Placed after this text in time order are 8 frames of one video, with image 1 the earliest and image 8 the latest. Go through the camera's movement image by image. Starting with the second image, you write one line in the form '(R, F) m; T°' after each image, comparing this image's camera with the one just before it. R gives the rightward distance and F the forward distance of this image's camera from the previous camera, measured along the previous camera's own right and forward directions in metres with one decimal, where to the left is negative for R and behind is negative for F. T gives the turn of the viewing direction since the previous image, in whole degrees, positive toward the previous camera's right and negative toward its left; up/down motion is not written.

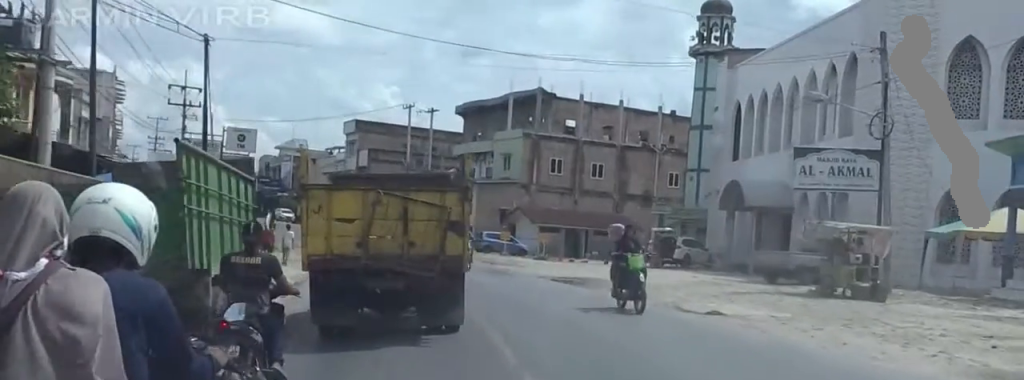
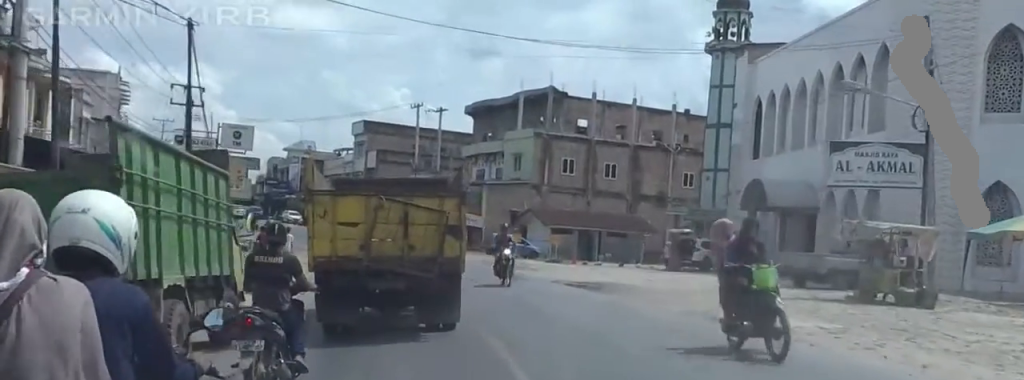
(-0.5, +2.6) m; 0°
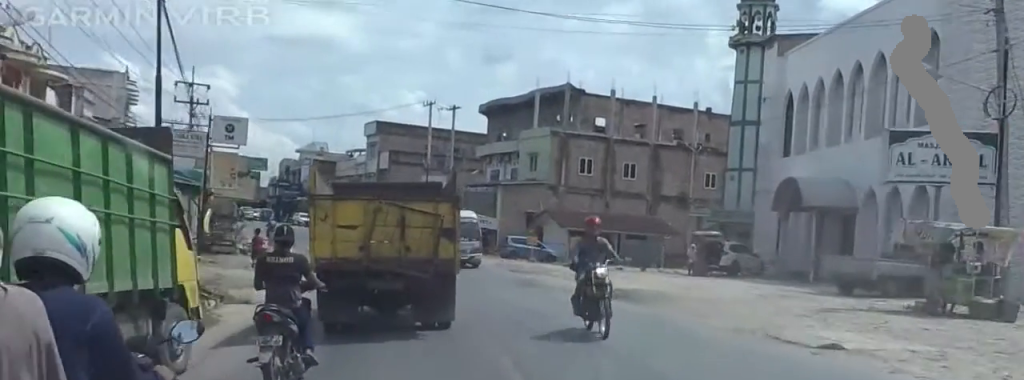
(-0.6, +3.4) m; 0°
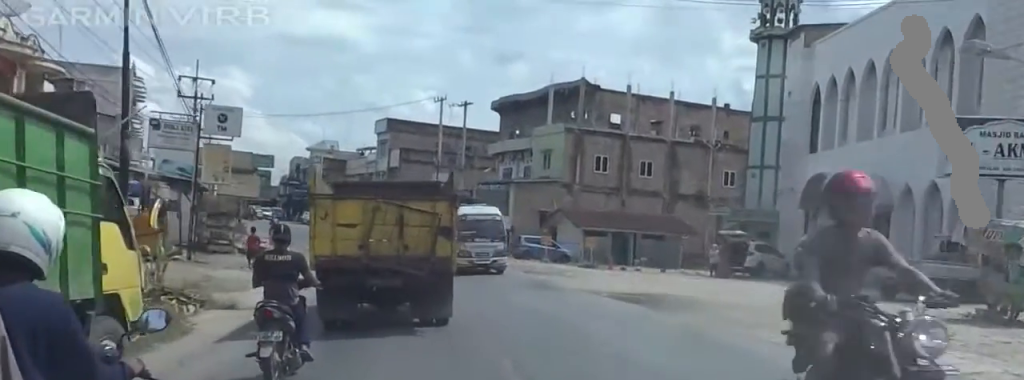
(+0.5, +2.5) m; +4°
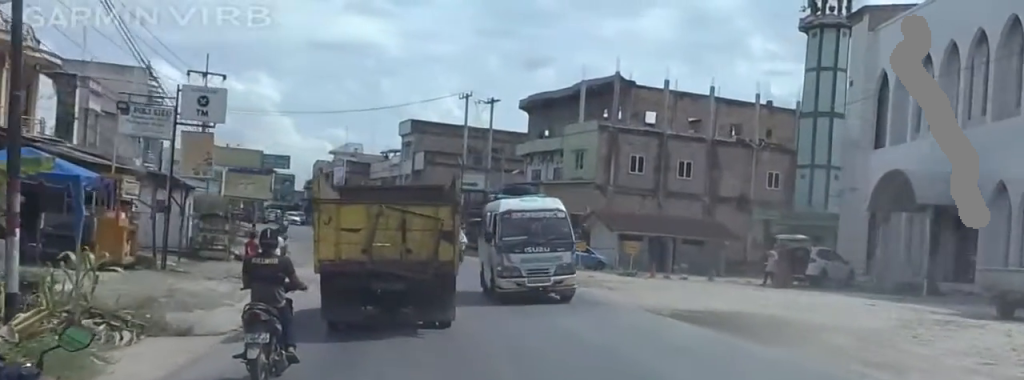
(+0.5, +4.8) m; +4°
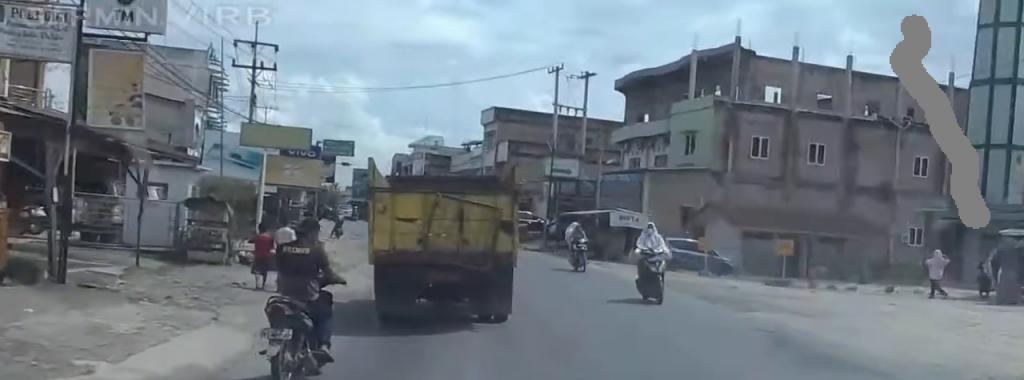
(-0.8, +9.5) m; -9°
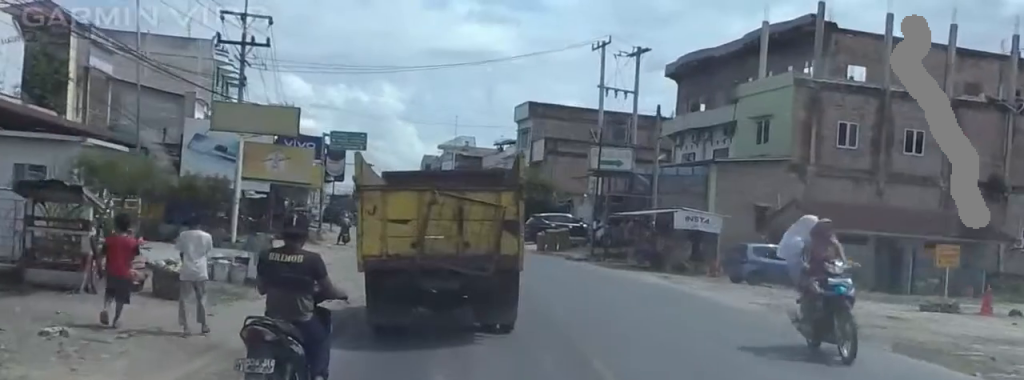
(-0.2, +7.5) m; -2°
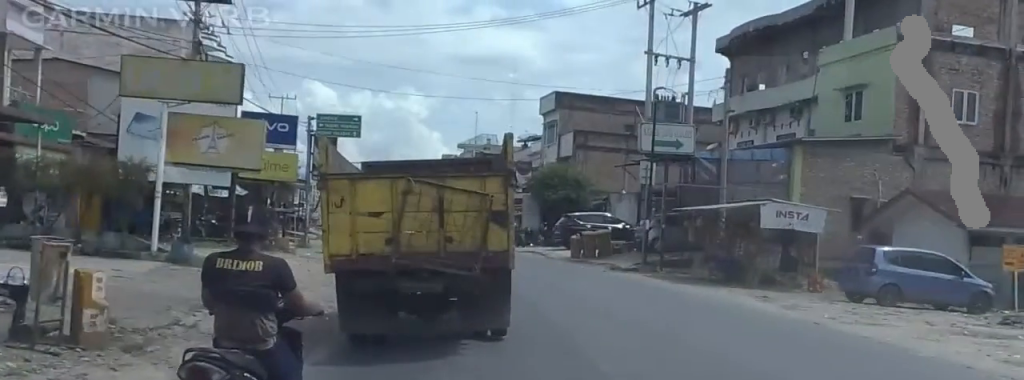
(+0.4, +7.9) m; +7°
